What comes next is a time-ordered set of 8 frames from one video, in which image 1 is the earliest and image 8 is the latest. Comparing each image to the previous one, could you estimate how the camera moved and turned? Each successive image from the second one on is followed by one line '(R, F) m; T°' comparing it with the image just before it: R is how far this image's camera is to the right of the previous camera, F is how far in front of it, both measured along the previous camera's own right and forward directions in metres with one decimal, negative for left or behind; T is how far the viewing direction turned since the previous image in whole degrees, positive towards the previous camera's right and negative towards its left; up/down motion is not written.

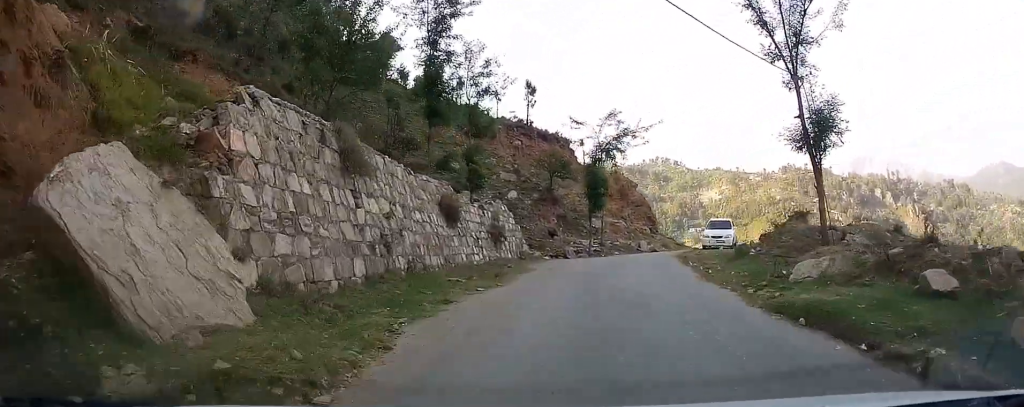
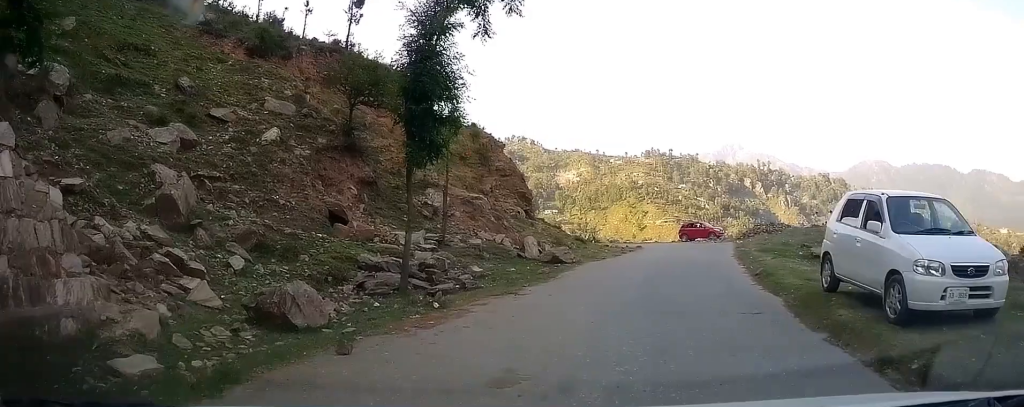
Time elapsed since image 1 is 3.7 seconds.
(+2.6, +23.7) m; +15°
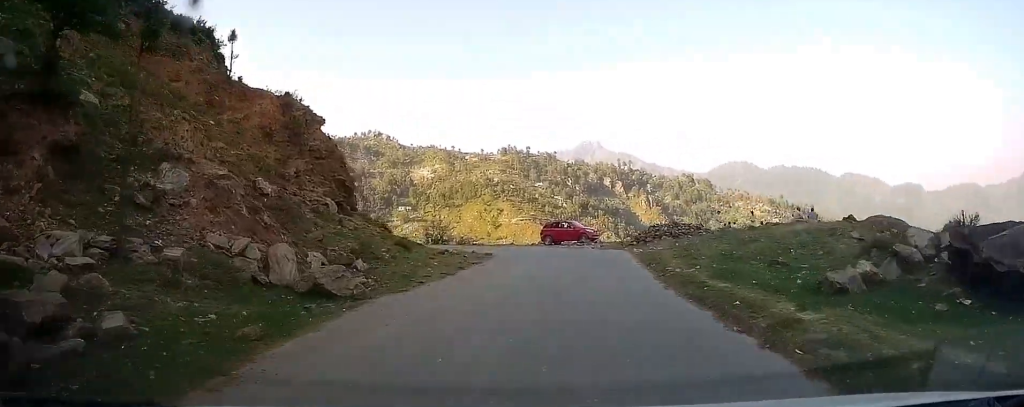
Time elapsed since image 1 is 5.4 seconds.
(+1.0, +10.8) m; +9°
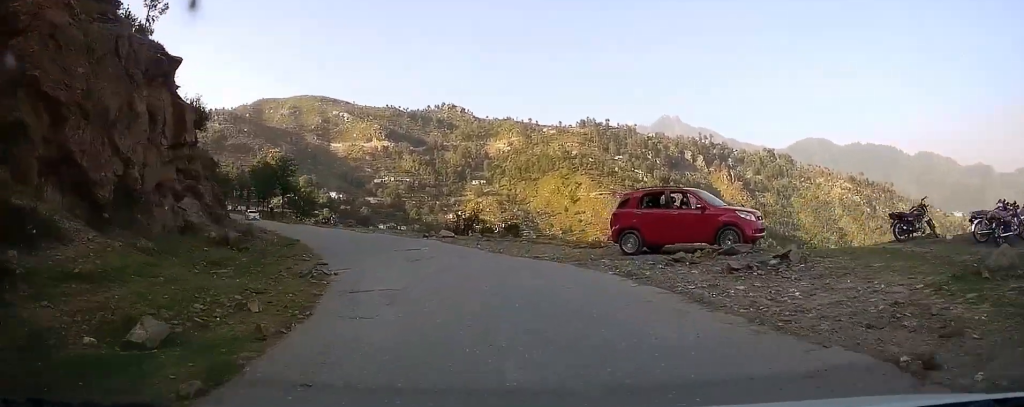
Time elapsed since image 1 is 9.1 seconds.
(+1.0, +24.9) m; -7°
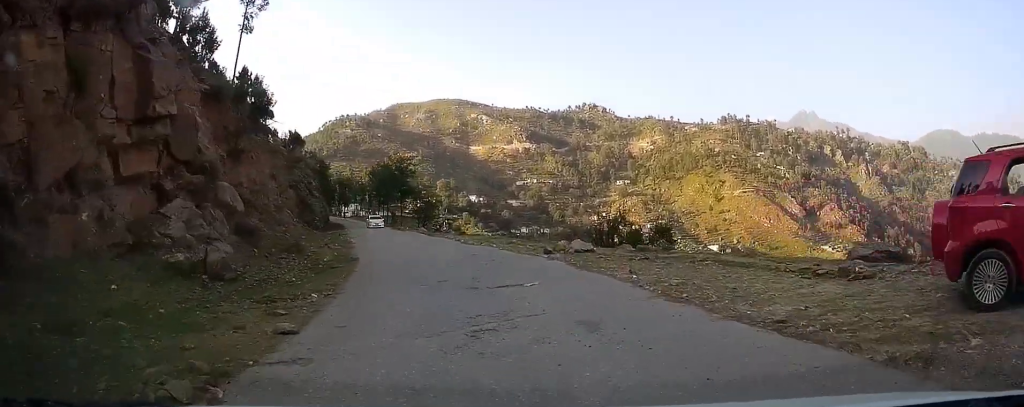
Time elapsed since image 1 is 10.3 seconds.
(-1.1, +8.5) m; -11°
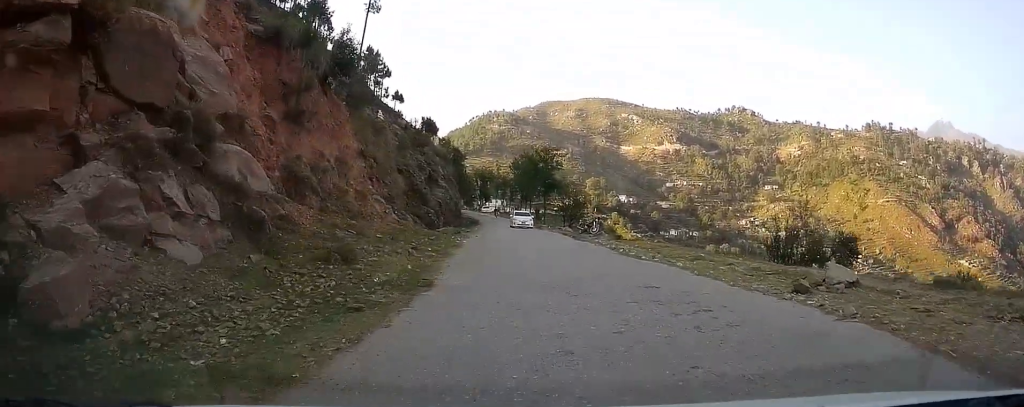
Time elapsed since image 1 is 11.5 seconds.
(-0.6, +8.0) m; -10°
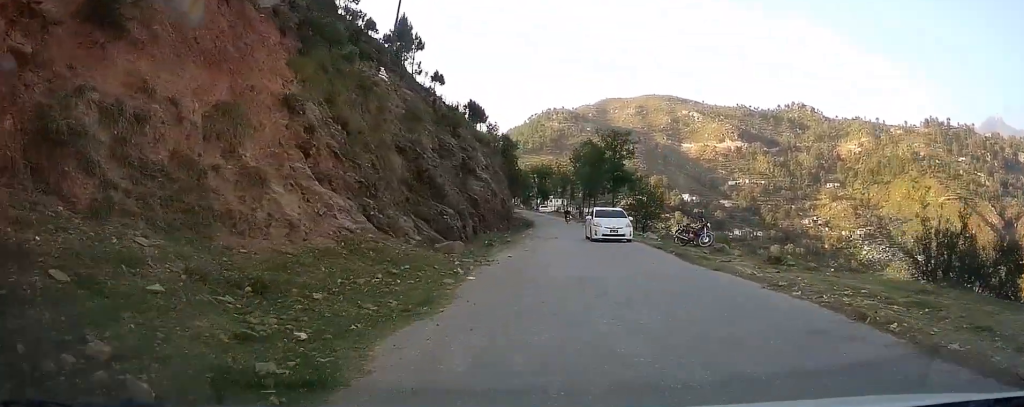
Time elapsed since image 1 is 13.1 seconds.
(-1.4, +10.8) m; -10°
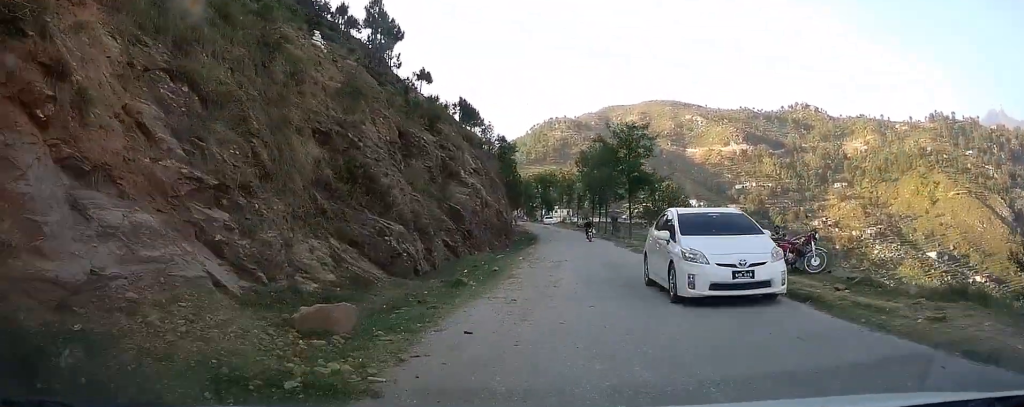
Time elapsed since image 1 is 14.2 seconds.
(-0.3, +8.0) m; -1°
